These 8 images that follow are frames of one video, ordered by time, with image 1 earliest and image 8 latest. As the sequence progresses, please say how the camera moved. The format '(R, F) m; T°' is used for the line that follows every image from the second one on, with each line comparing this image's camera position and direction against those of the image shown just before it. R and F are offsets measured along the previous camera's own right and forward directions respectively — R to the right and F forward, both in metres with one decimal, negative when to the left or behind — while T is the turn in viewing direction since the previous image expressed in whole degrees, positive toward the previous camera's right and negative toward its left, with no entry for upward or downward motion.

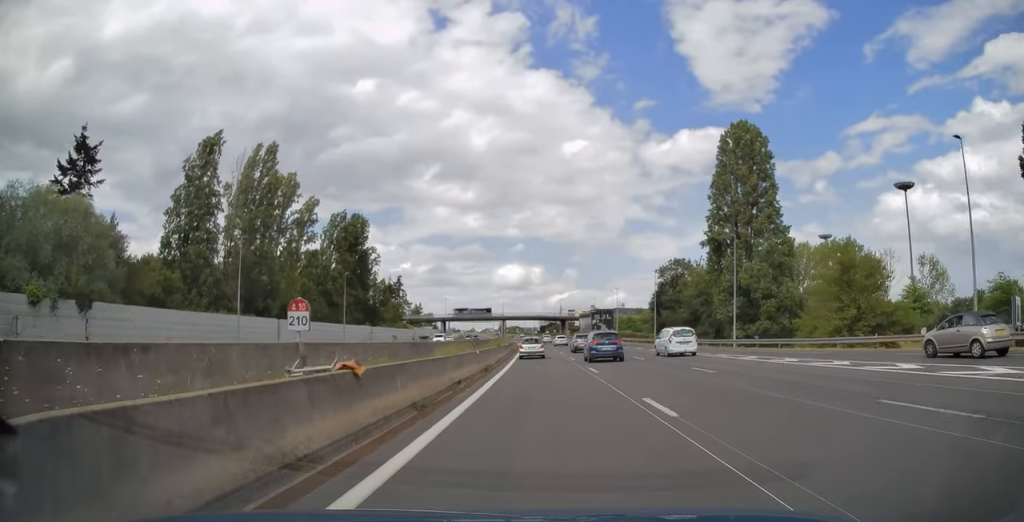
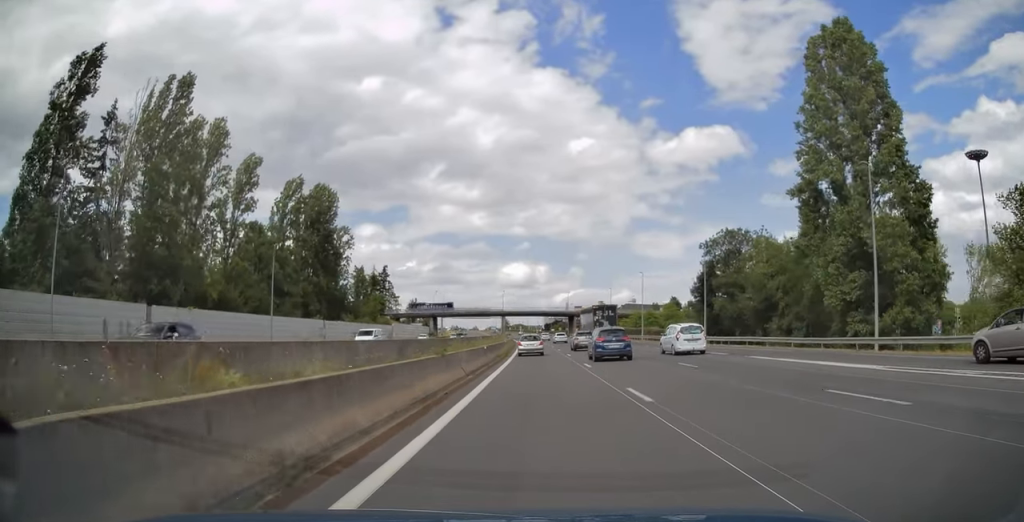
(0.0, +23.8) m; -1°
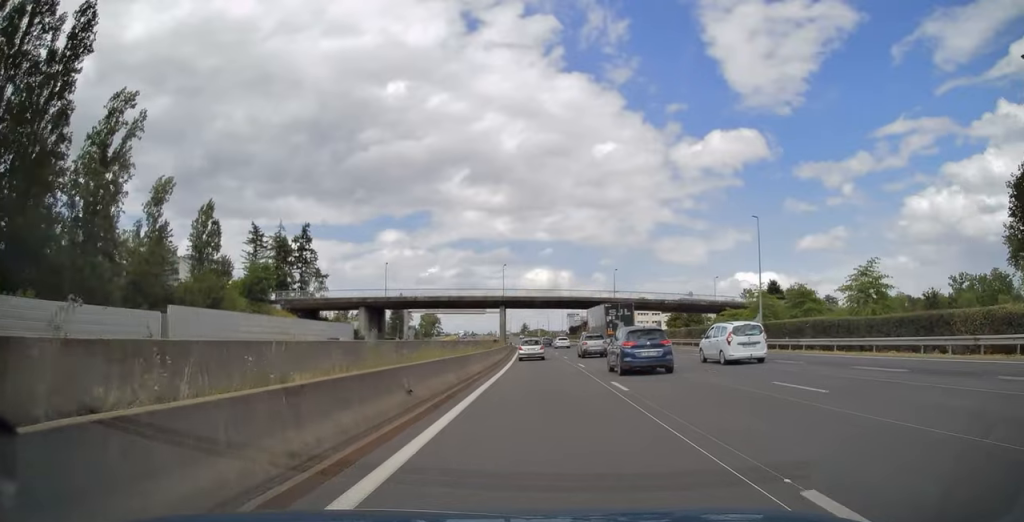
(-1.3, +74.3) m; -2°
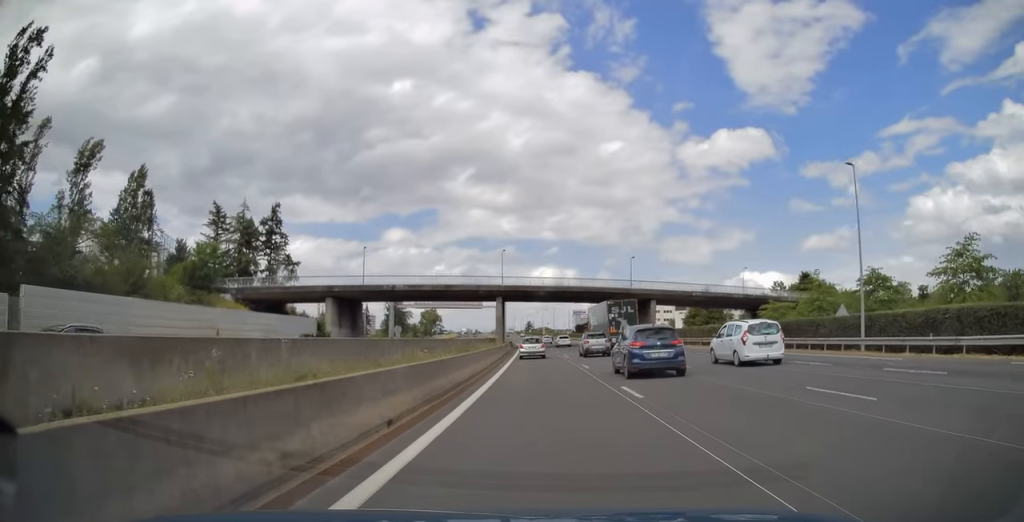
(-0.1, +14.7) m; -1°
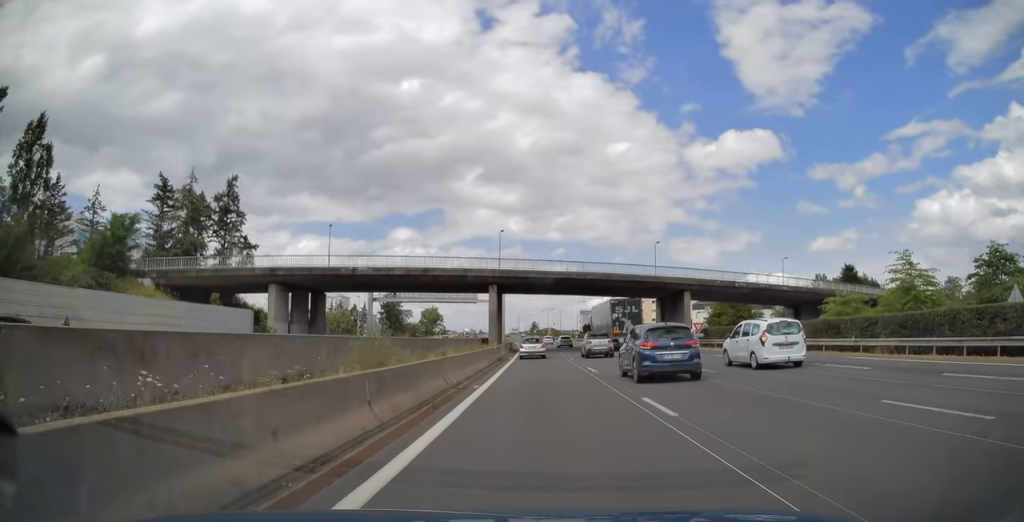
(0.0, +16.0) m; -1°
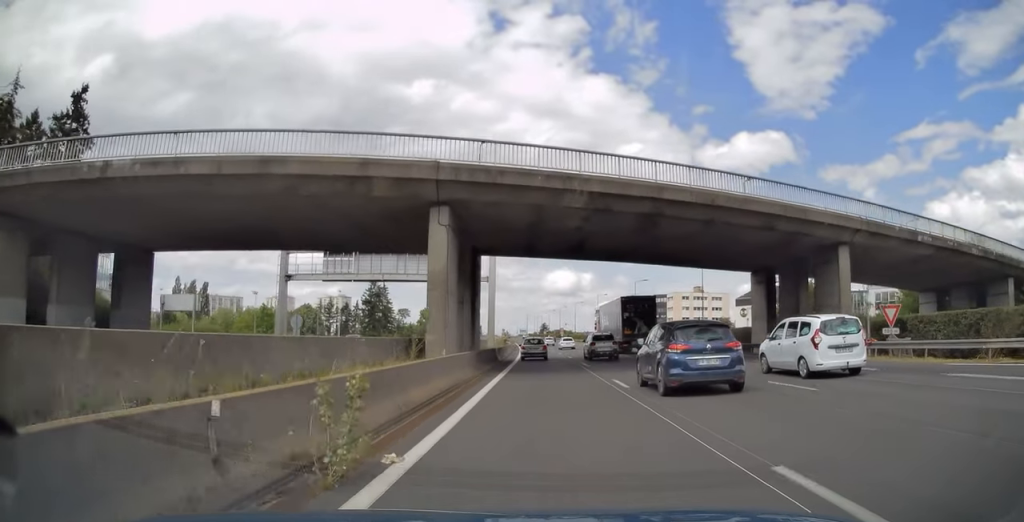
(-0.3, +32.9) m; -1°
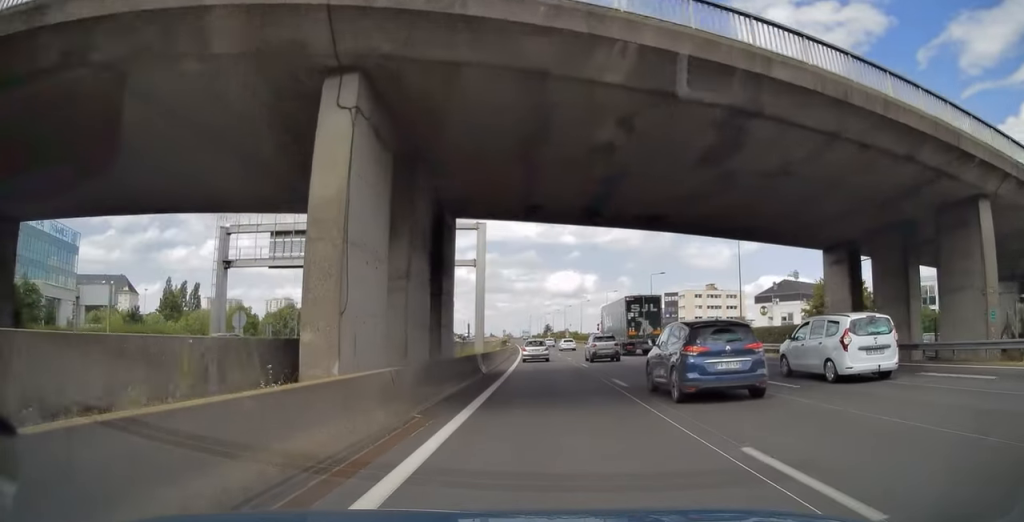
(-0.1, +11.9) m; 0°
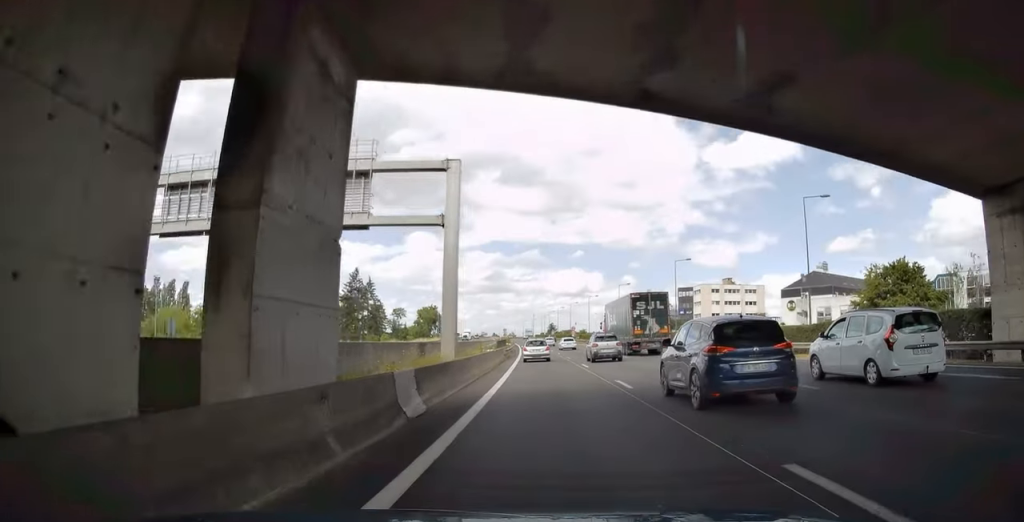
(0.0, +14.1) m; 0°
